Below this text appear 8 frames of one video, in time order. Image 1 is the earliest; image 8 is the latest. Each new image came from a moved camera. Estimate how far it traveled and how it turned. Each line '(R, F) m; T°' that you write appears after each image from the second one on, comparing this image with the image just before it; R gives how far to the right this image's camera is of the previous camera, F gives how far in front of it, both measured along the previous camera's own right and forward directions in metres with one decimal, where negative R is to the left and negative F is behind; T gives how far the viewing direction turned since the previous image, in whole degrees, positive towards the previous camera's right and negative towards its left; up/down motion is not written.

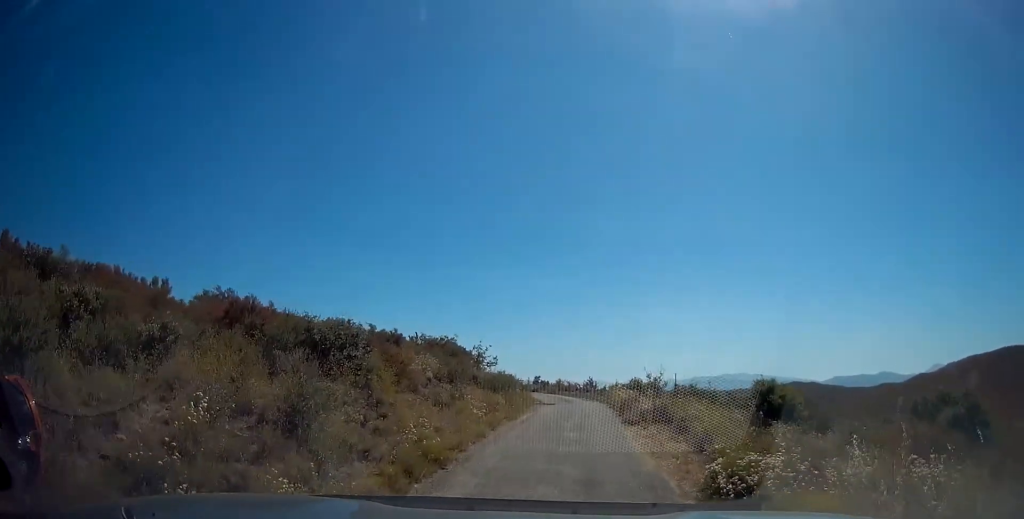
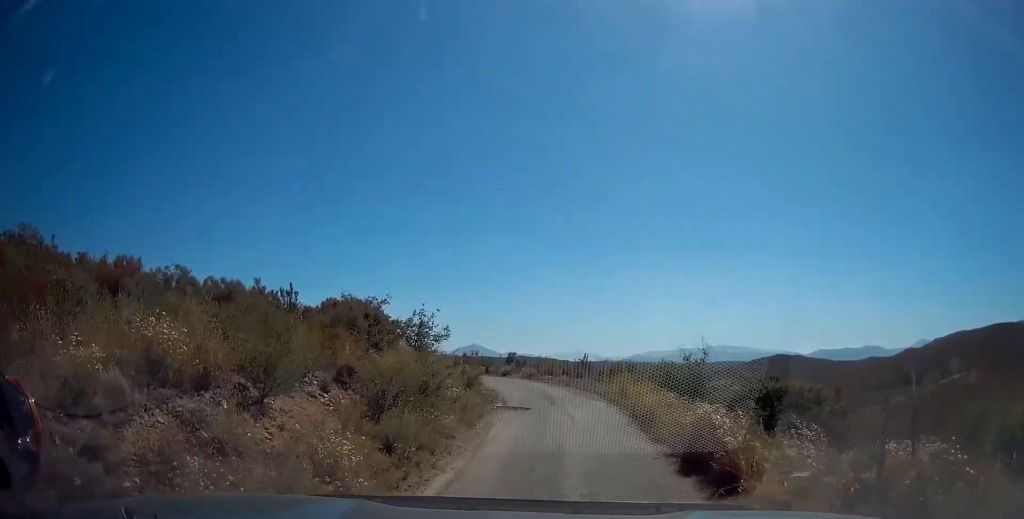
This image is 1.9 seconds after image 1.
(+0.5, +12.9) m; +3°
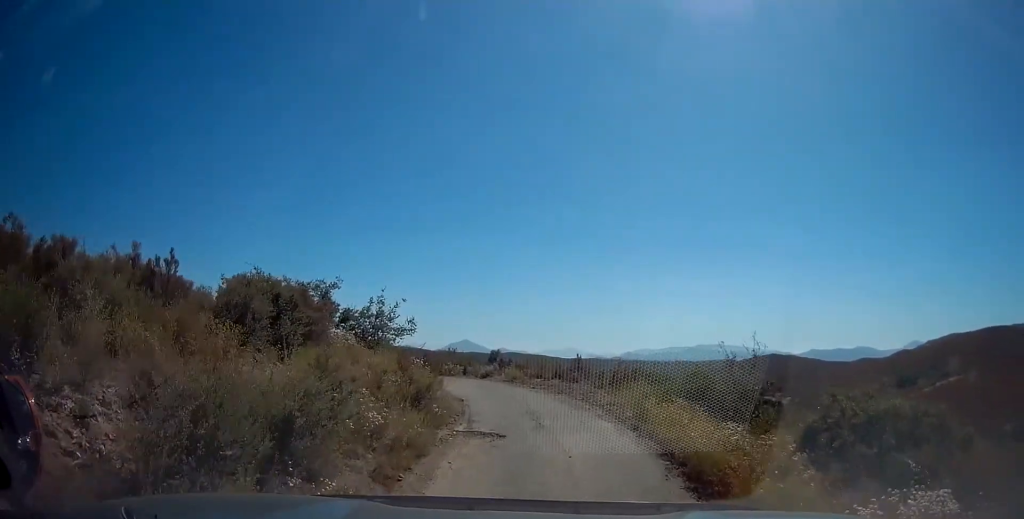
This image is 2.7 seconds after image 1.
(0.0, +5.7) m; 0°
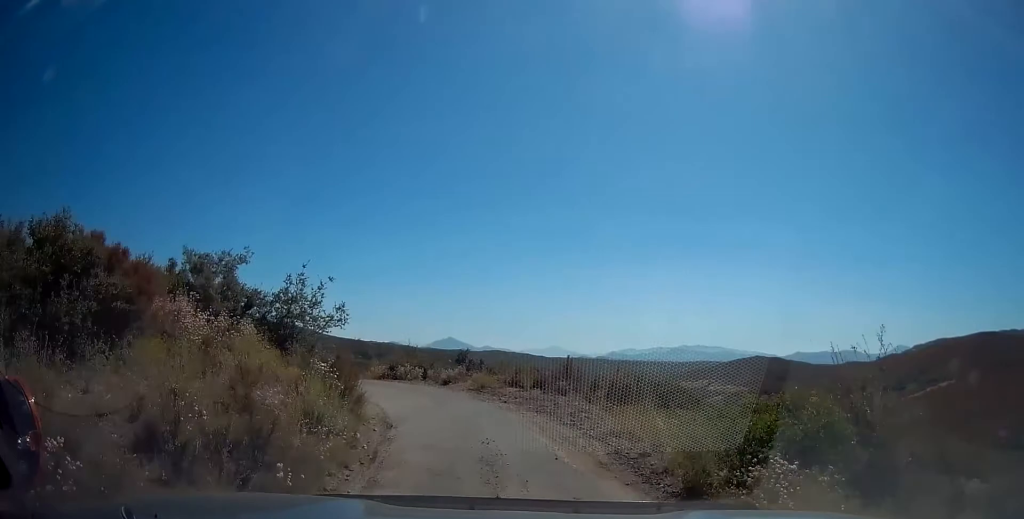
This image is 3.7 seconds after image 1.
(0.0, +6.5) m; 0°
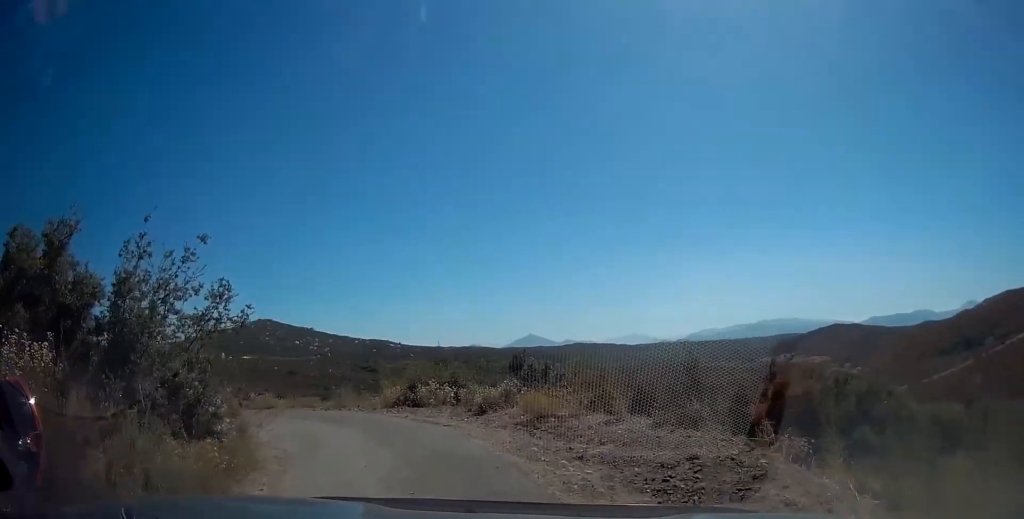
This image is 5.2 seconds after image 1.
(-0.2, +10.8) m; -3°
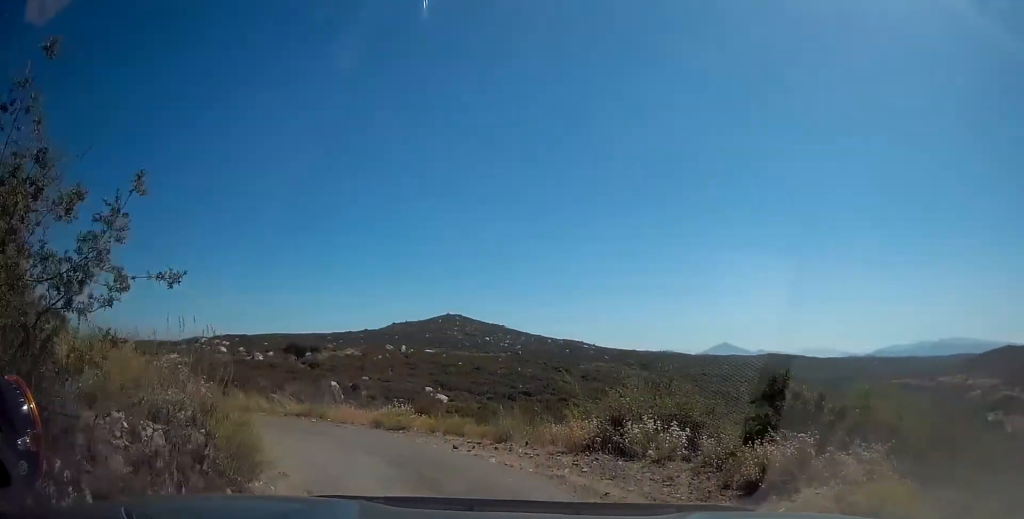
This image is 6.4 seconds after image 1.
(-0.6, +8.4) m; -14°
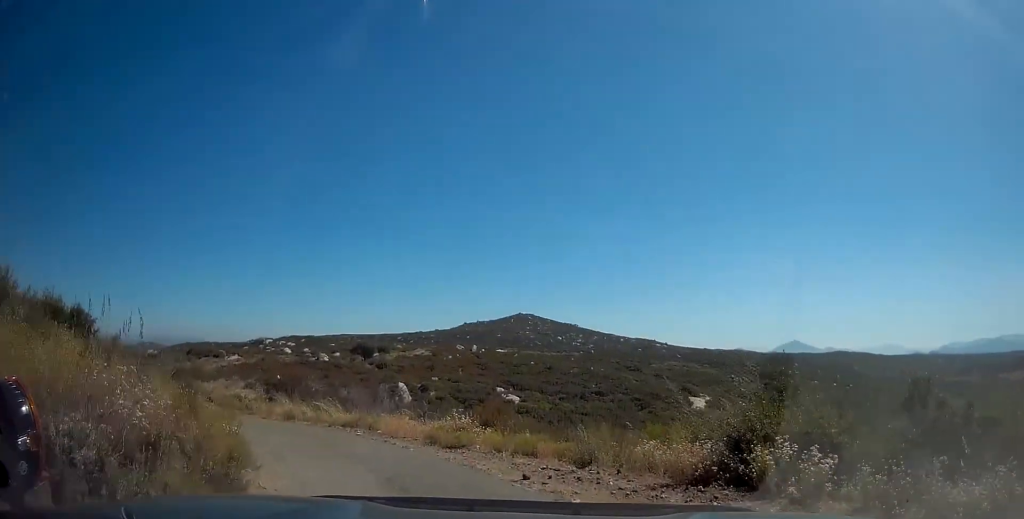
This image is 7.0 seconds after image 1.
(0.0, +3.0) m; -10°
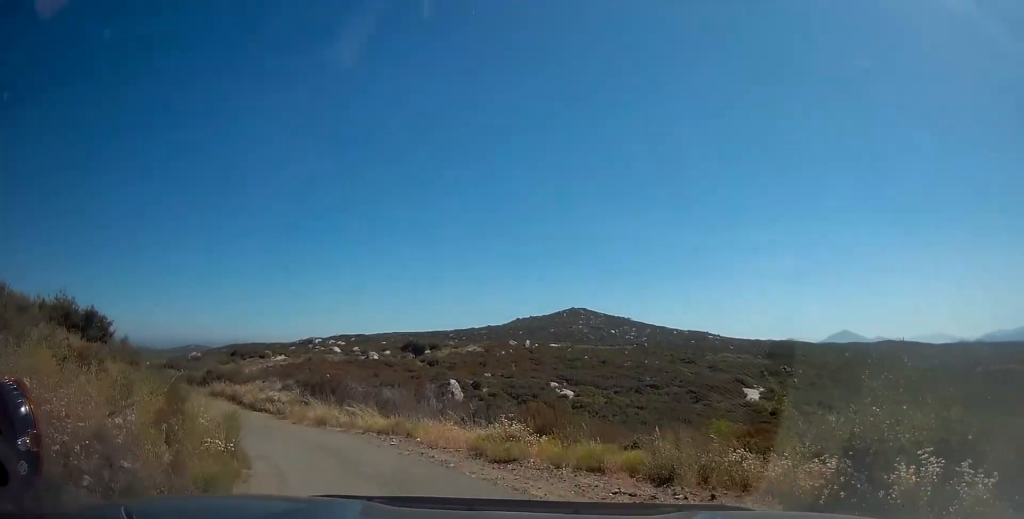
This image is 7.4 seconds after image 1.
(-0.4, +2.3) m; -6°
